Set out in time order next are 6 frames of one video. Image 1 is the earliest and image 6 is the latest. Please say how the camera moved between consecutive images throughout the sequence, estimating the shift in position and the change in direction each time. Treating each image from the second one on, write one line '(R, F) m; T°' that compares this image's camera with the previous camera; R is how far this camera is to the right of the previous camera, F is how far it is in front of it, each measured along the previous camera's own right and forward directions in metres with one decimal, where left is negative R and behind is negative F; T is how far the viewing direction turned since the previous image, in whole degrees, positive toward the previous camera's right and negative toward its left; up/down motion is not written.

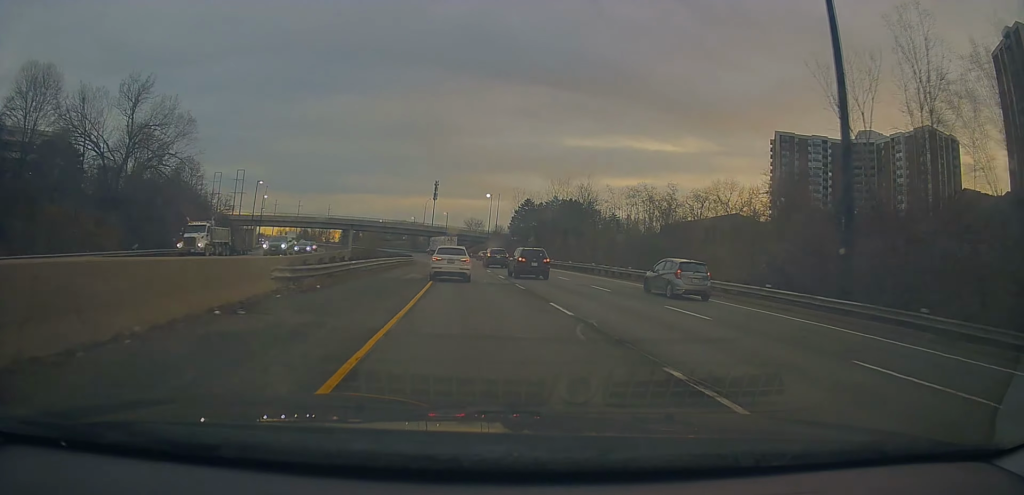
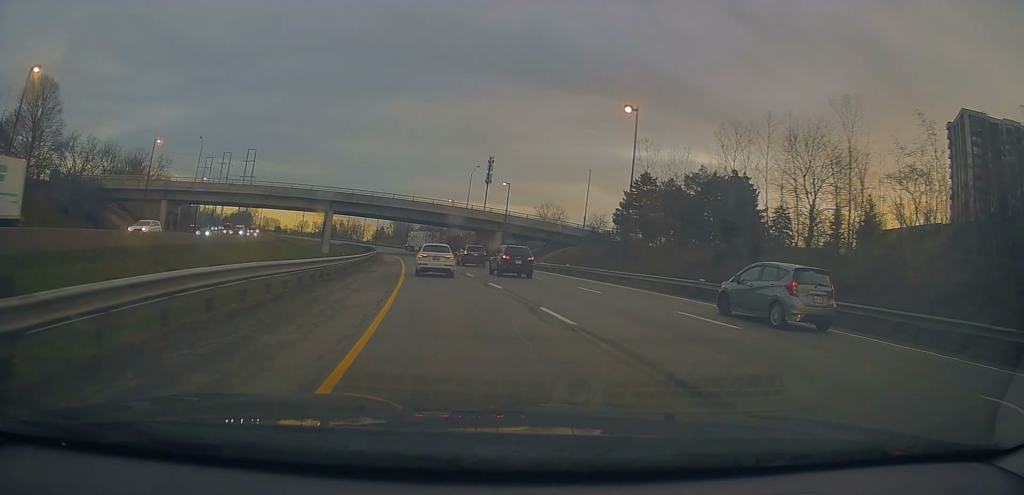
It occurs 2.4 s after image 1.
(-1.4, +68.2) m; -4°
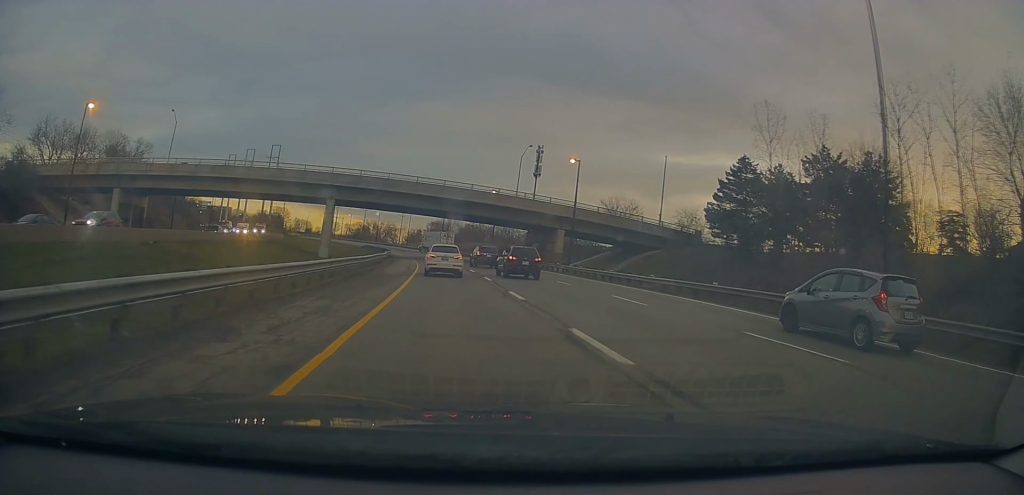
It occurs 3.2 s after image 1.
(-0.6, +22.4) m; -3°
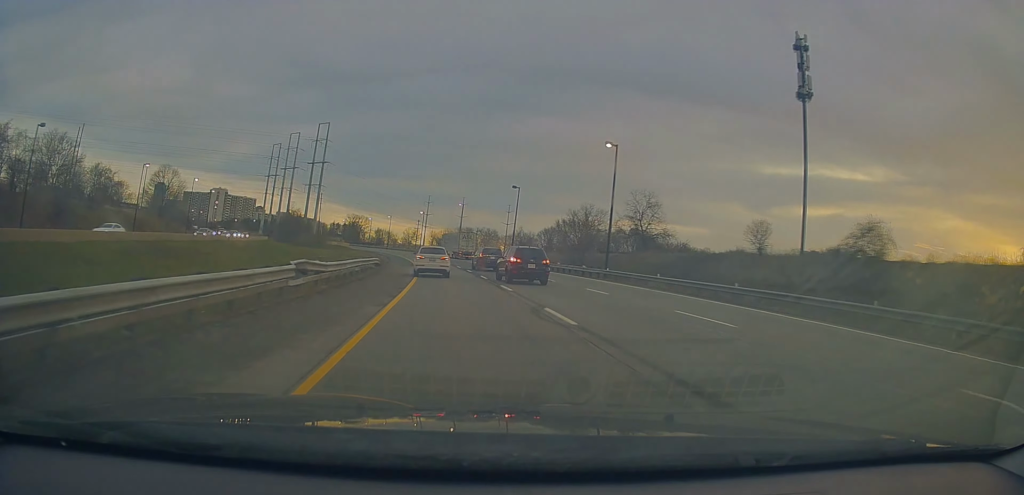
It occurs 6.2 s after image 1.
(-8.5, +81.7) m; -13°
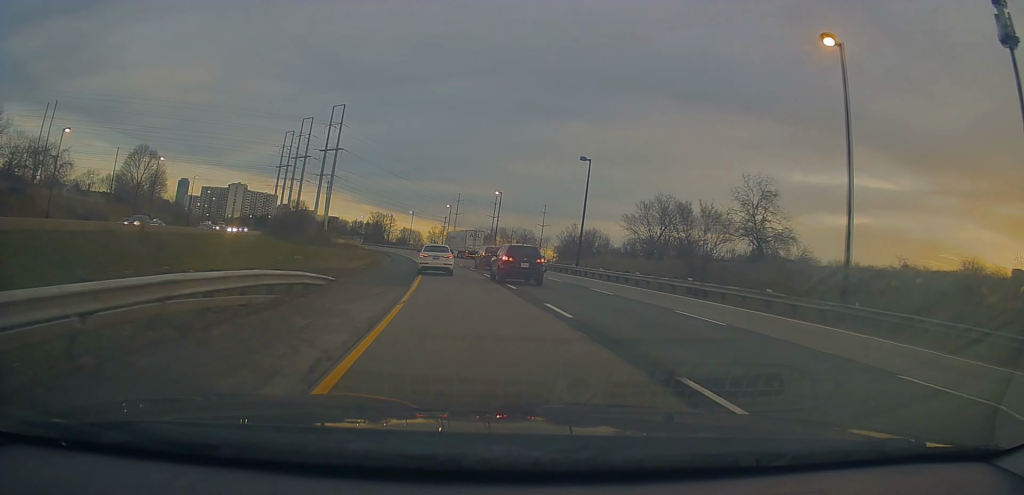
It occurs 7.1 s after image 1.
(-0.9, +26.4) m; -2°
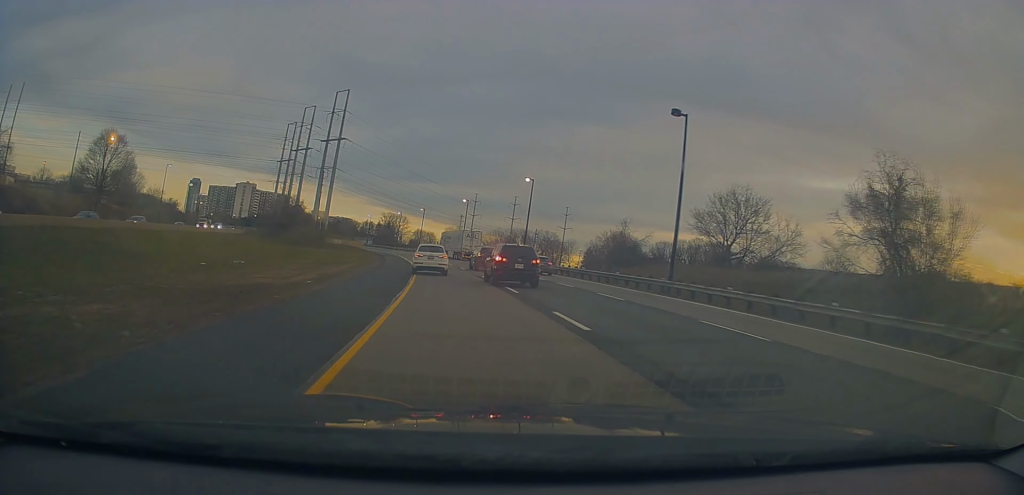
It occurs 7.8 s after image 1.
(+0.1, +19.7) m; -2°
